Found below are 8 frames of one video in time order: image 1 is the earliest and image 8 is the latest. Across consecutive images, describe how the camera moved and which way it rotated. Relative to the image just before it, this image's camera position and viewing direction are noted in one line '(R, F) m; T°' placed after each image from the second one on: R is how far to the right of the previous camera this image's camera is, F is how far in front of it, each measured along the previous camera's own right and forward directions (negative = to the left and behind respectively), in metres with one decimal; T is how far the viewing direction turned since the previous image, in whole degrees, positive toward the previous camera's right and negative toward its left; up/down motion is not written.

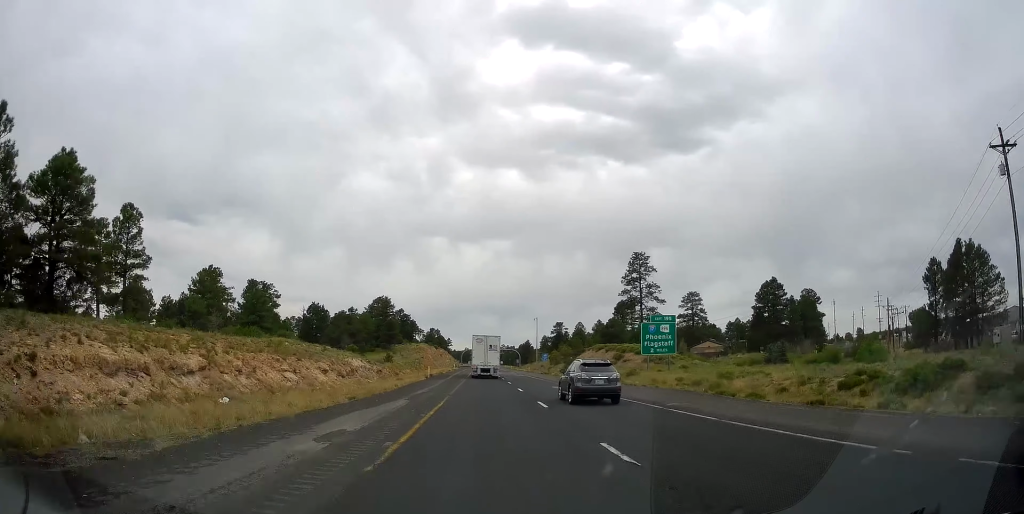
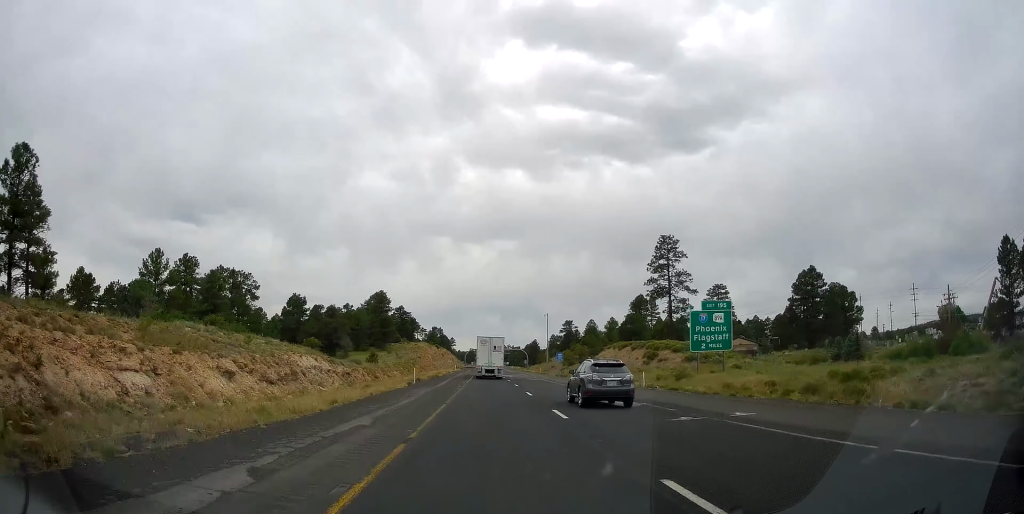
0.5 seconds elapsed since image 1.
(+0.1, +16.1) m; 0°
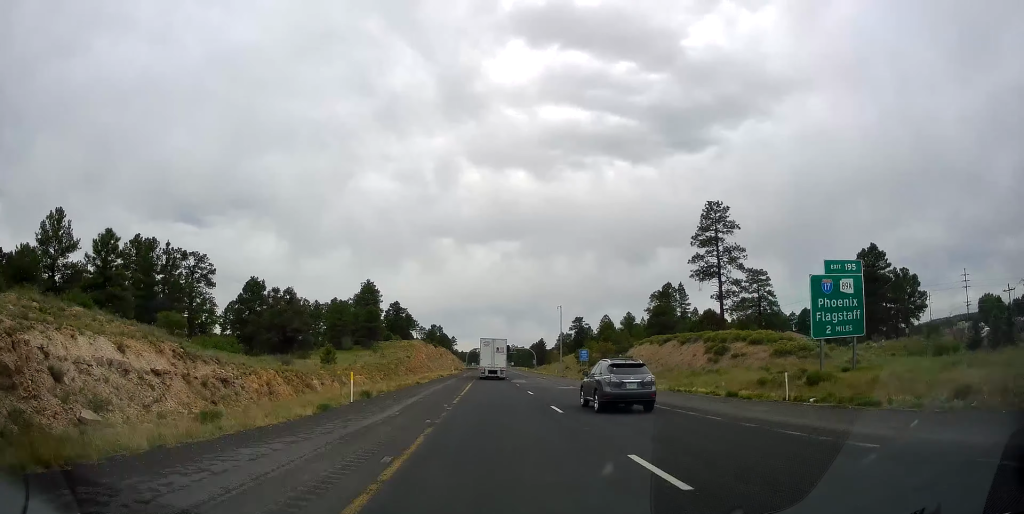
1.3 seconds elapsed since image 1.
(+0.6, +22.1) m; -1°
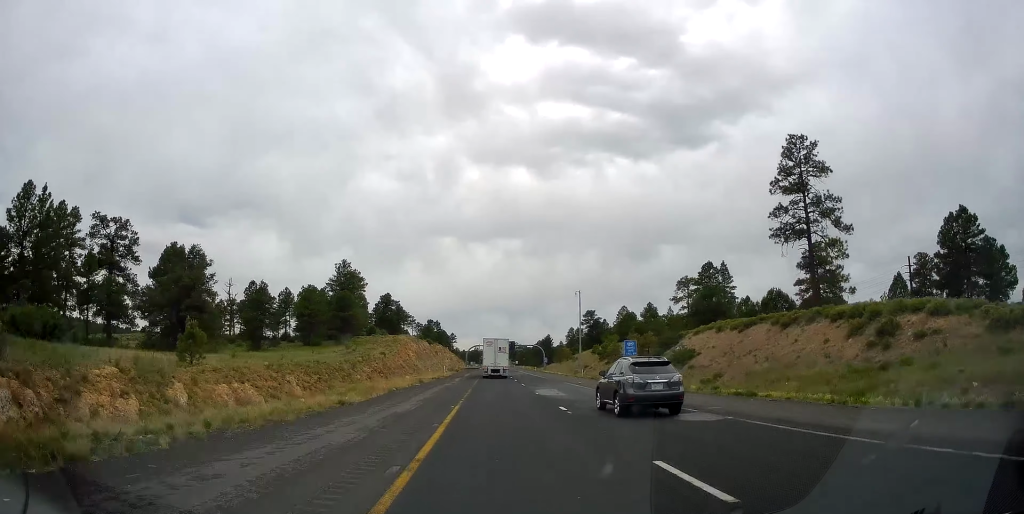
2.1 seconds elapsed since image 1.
(-1.0, +25.2) m; -2°
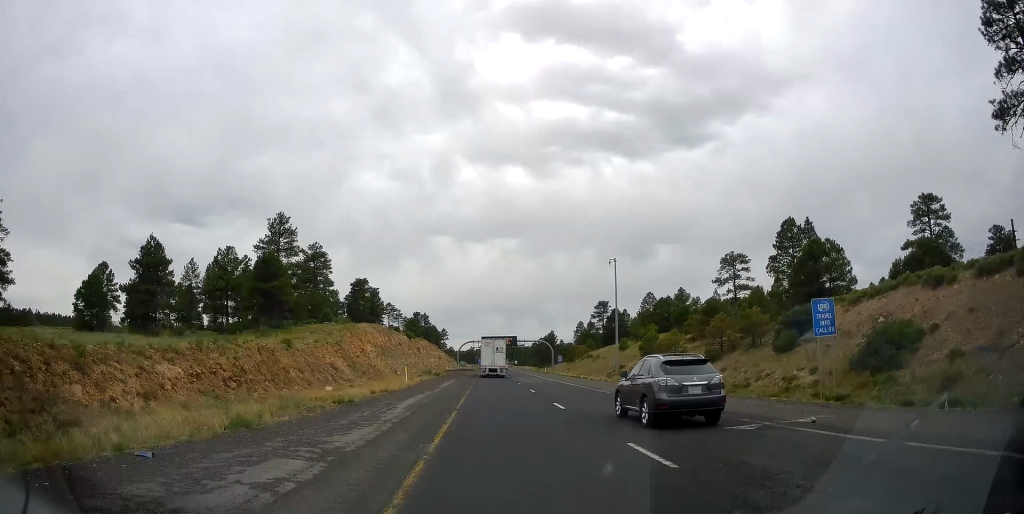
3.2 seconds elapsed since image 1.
(-0.2, +34.3) m; +1°
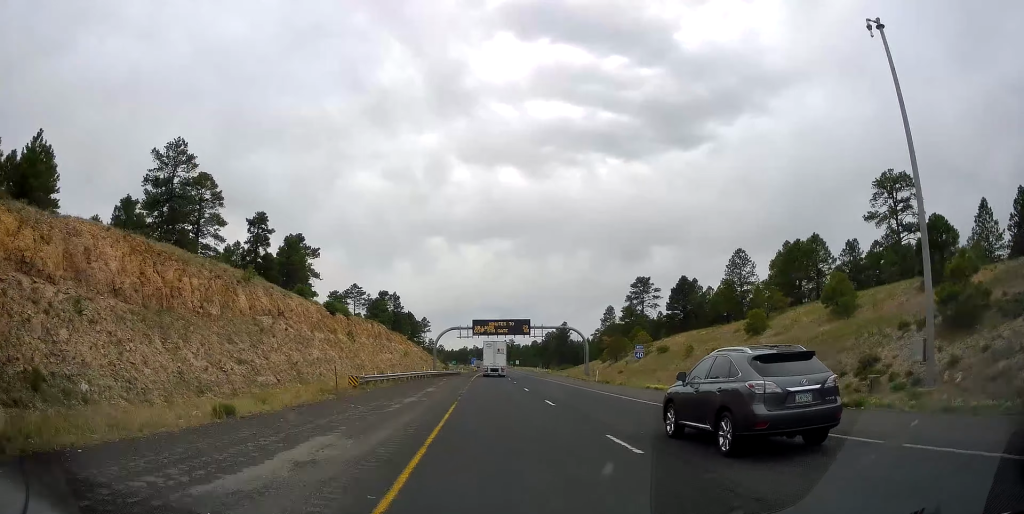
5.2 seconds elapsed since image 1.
(+0.1, +59.3) m; -1°
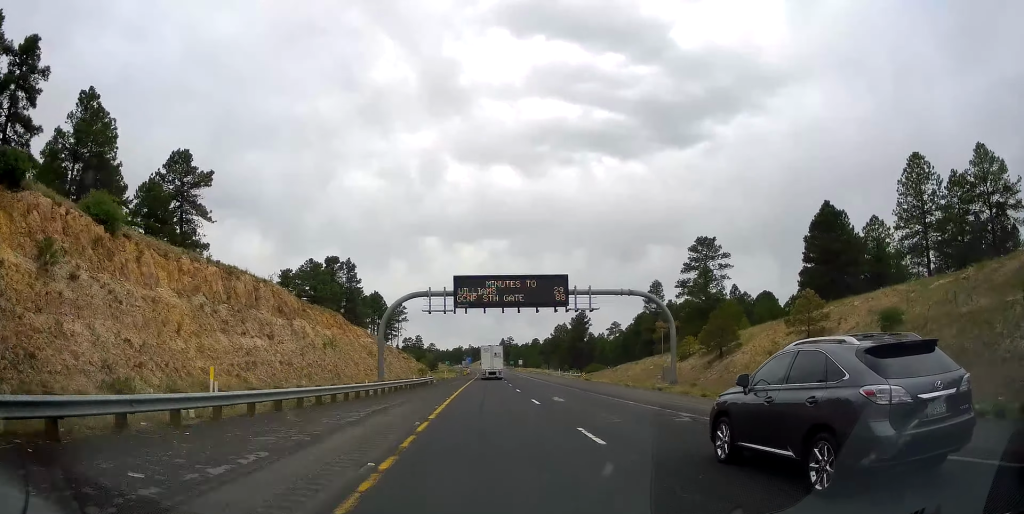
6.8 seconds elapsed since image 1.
(+0.9, +47.4) m; +1°
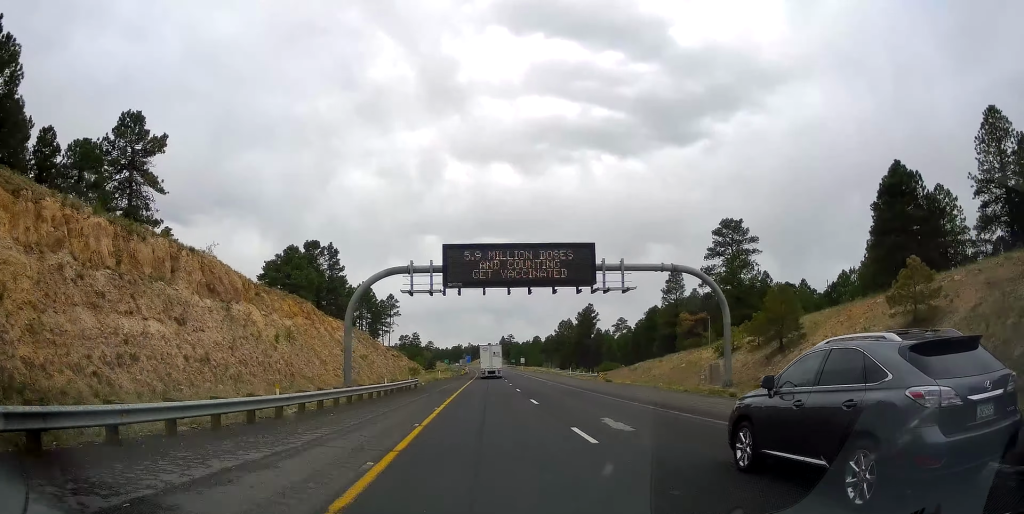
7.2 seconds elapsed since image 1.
(+0.4, +12.2) m; 0°
